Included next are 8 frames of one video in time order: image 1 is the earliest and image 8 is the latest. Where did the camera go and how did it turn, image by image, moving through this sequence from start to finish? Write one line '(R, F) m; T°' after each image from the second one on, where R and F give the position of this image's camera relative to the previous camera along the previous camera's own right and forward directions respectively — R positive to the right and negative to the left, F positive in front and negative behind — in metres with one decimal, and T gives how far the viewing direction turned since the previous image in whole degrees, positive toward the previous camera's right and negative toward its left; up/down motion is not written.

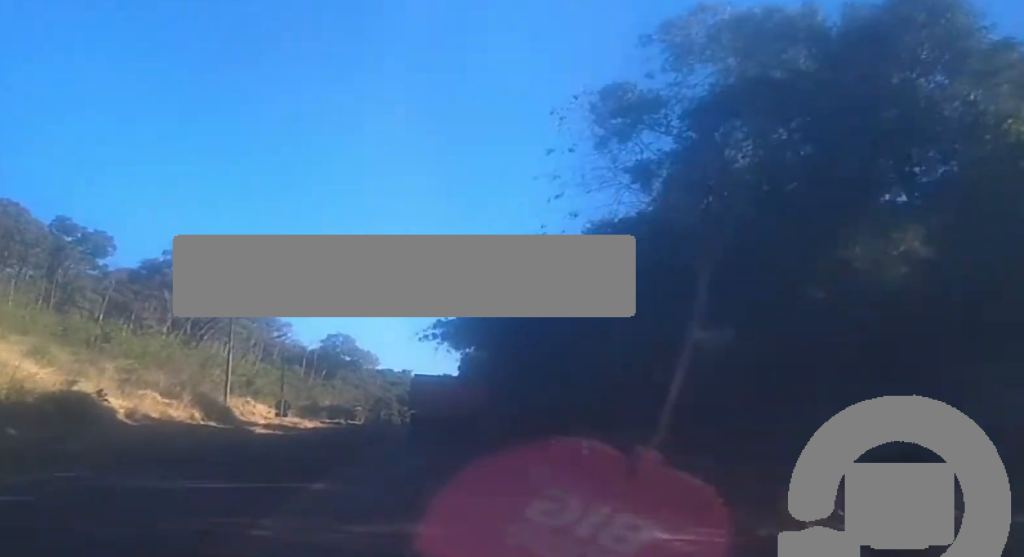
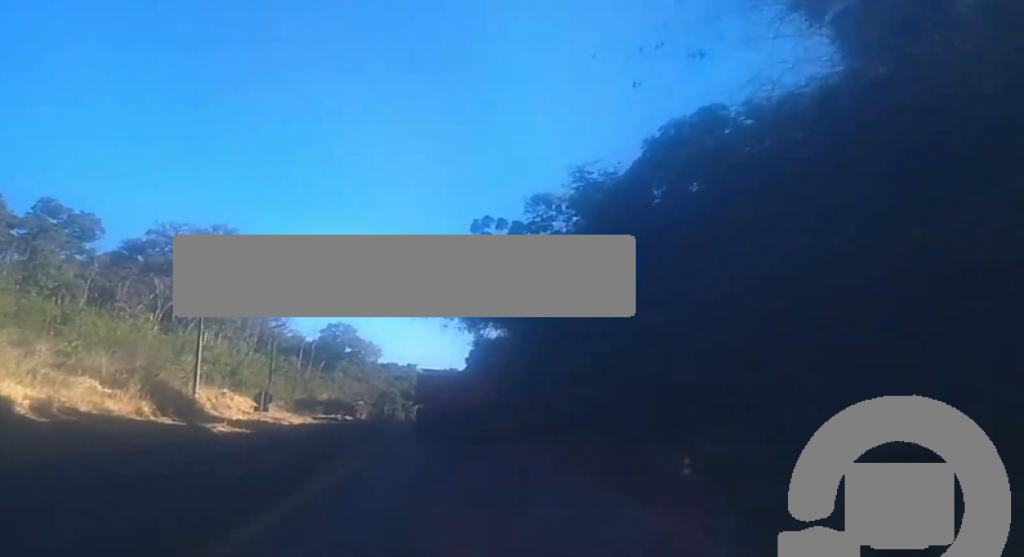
(0.0, +11.3) m; 0°
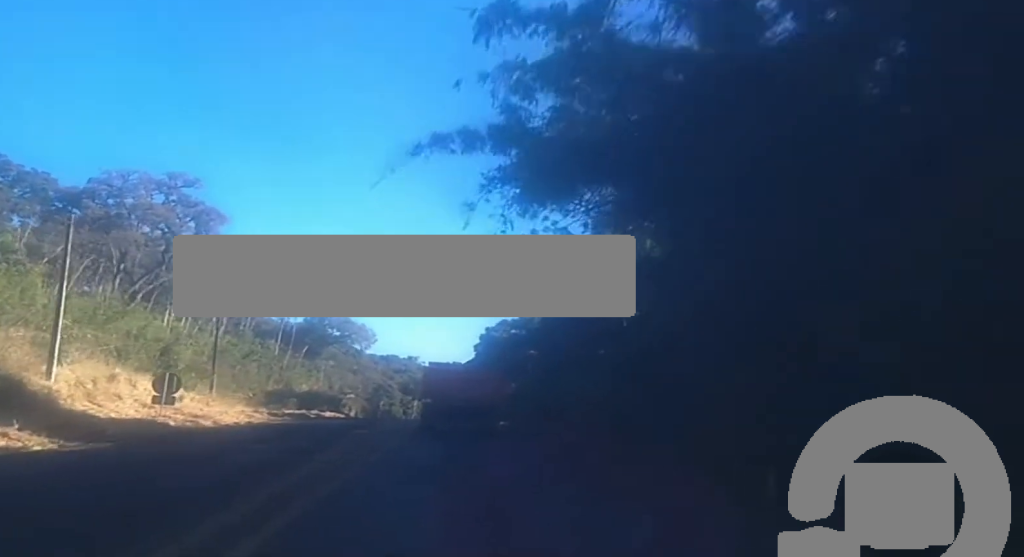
(+0.1, +22.4) m; 0°
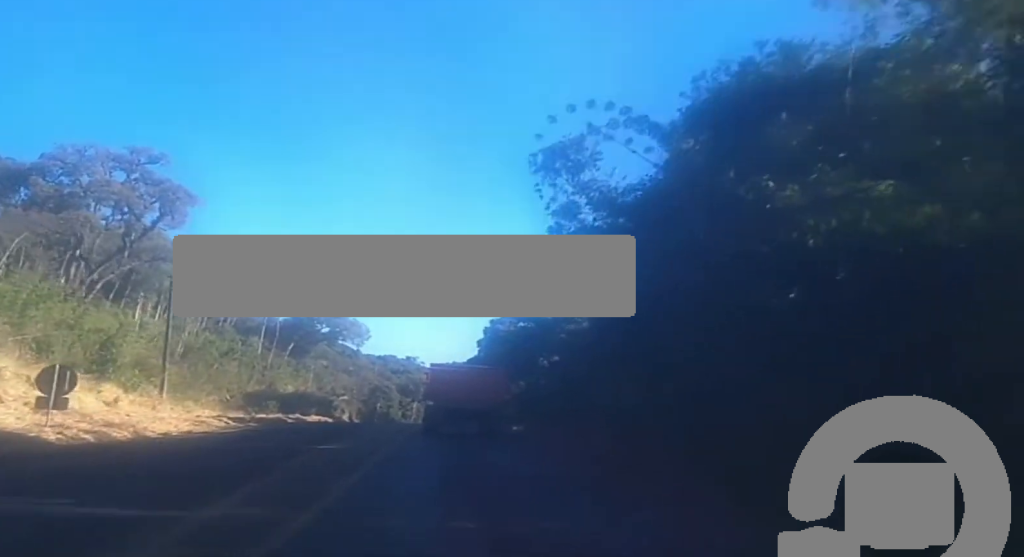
(0.0, +11.1) m; 0°
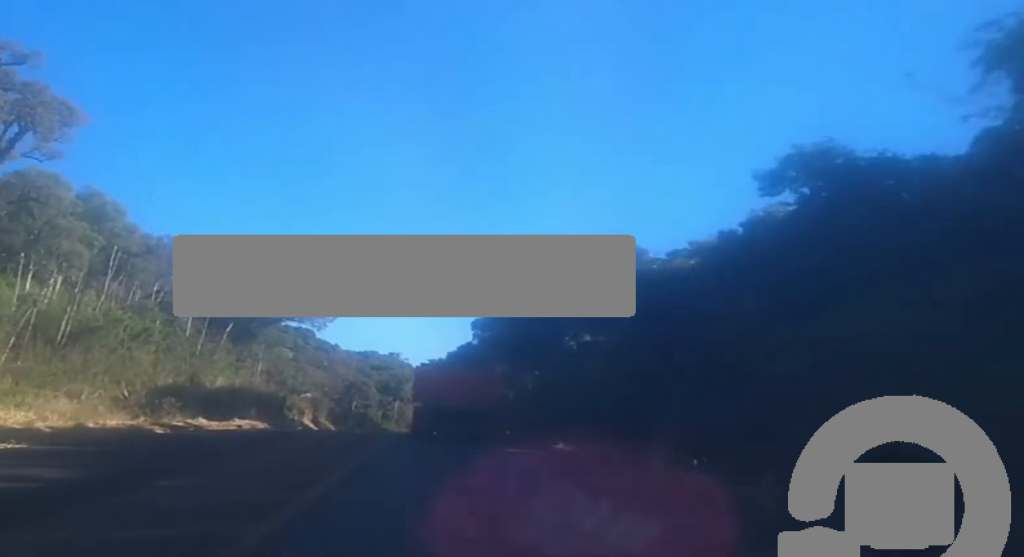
(+0.2, +26.4) m; +1°
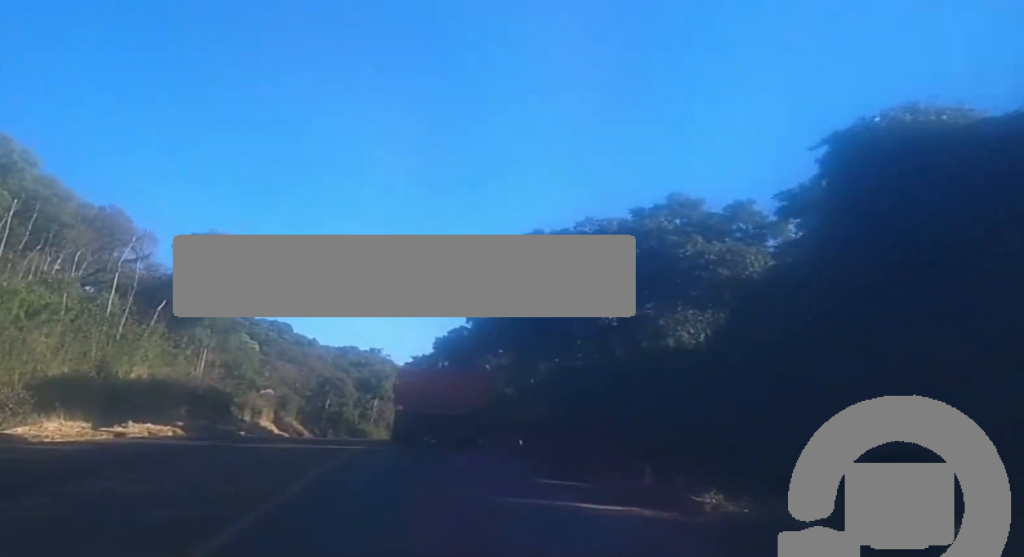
(+0.1, +17.2) m; -1°
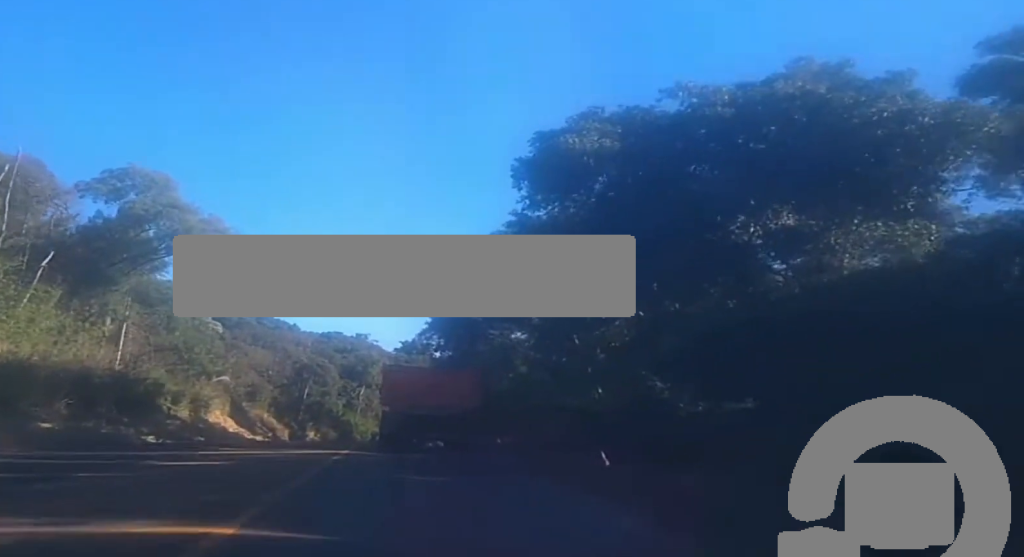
(-0.4, +19.6) m; -1°
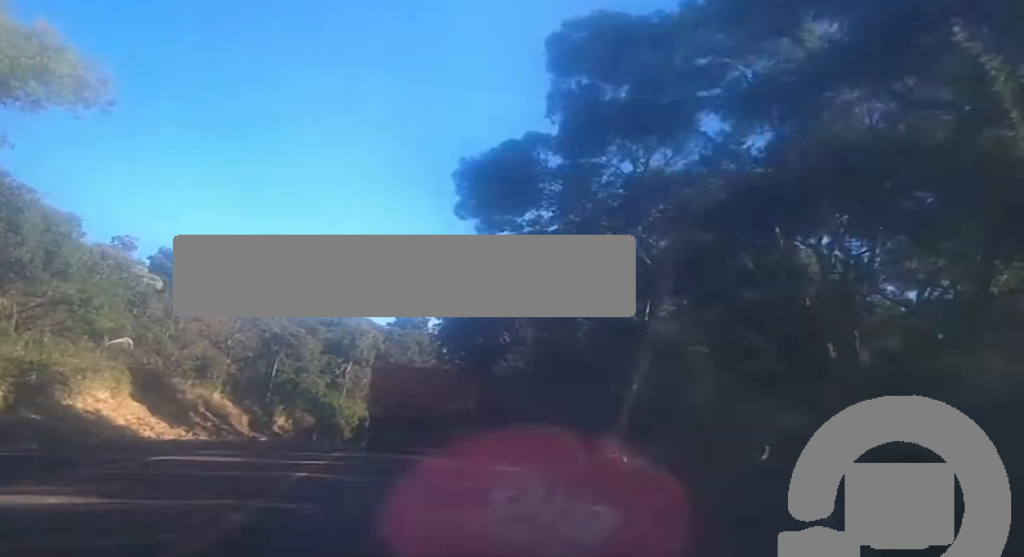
(+0.1, +26.3) m; +1°
